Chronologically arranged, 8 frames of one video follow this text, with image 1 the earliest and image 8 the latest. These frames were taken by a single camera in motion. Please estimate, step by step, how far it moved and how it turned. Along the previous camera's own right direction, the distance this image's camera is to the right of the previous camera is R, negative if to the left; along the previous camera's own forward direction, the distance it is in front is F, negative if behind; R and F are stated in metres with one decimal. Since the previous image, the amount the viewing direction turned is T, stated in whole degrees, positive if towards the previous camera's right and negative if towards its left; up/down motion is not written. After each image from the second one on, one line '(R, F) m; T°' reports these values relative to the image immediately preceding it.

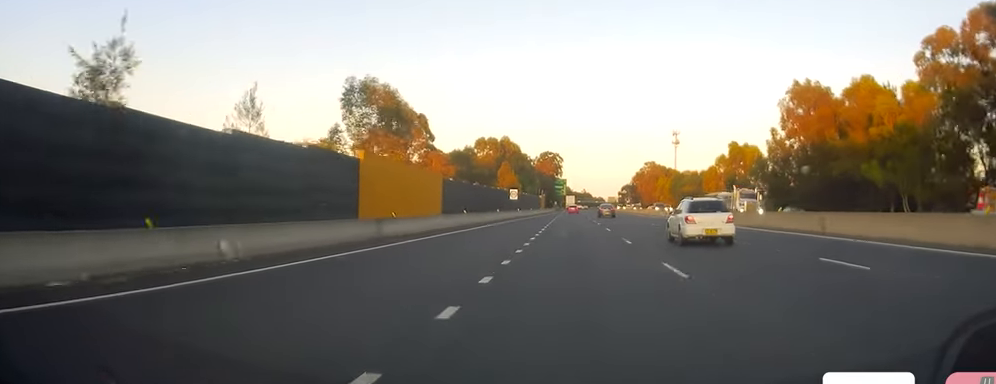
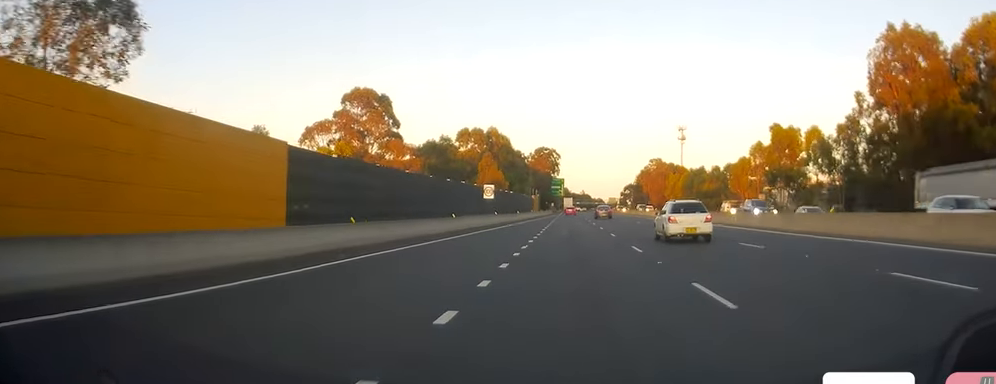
(-0.4, +27.7) m; 0°
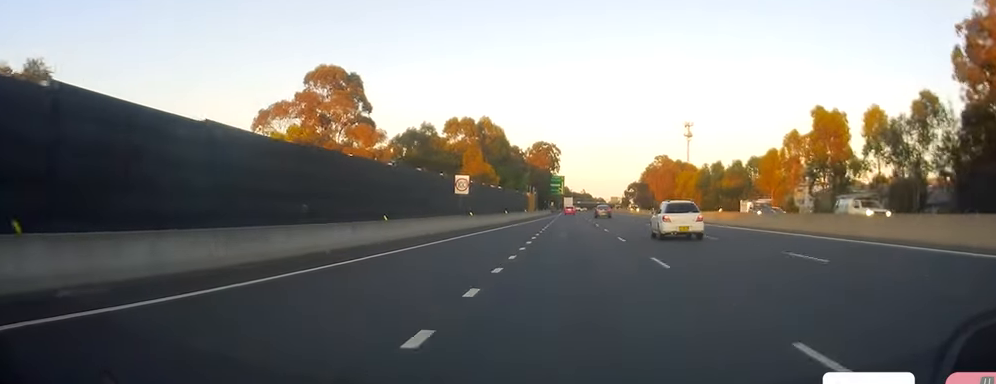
(+0.3, +17.4) m; +1°
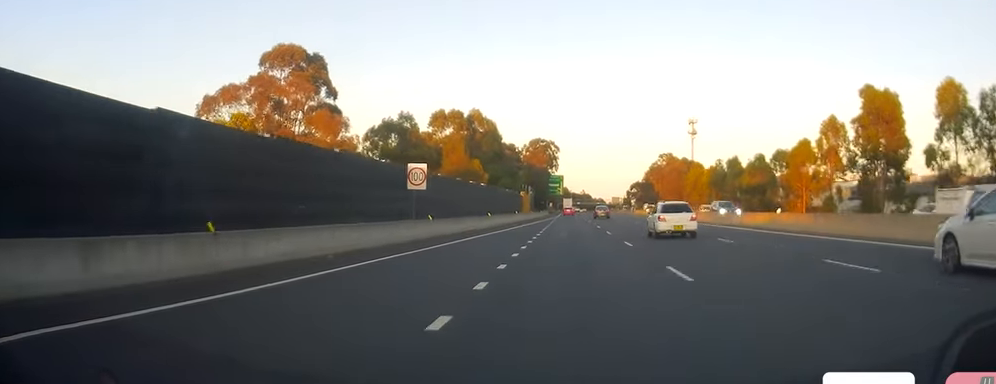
(+0.1, +14.7) m; 0°
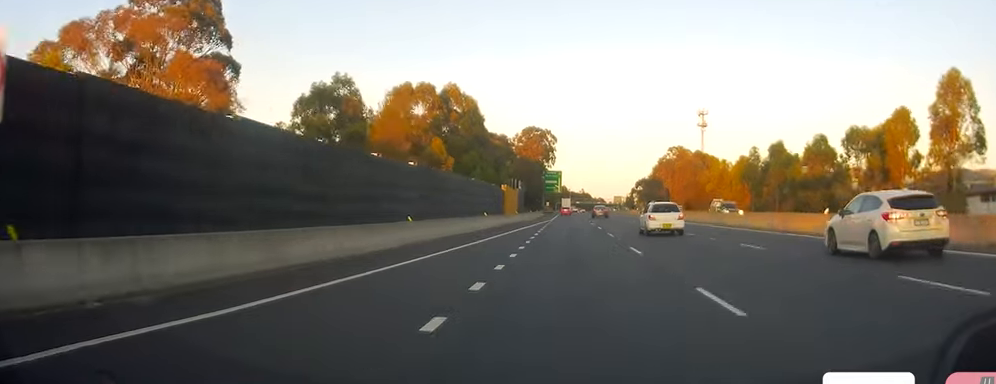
(-0.2, +27.8) m; -1°
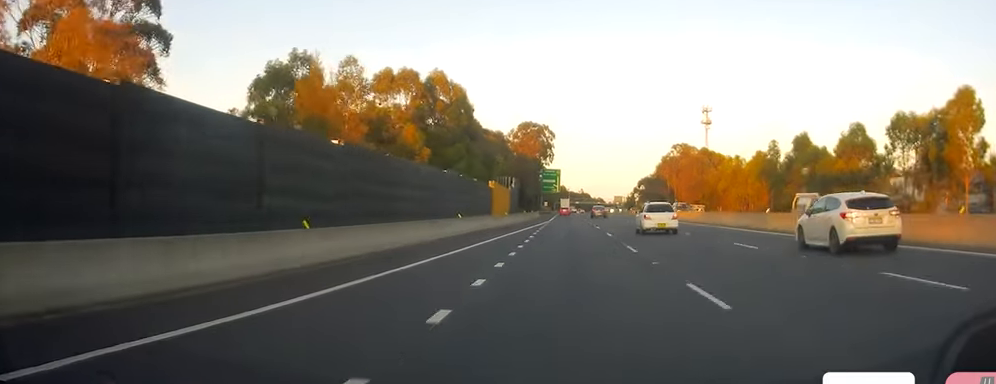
(-0.2, +11.2) m; 0°
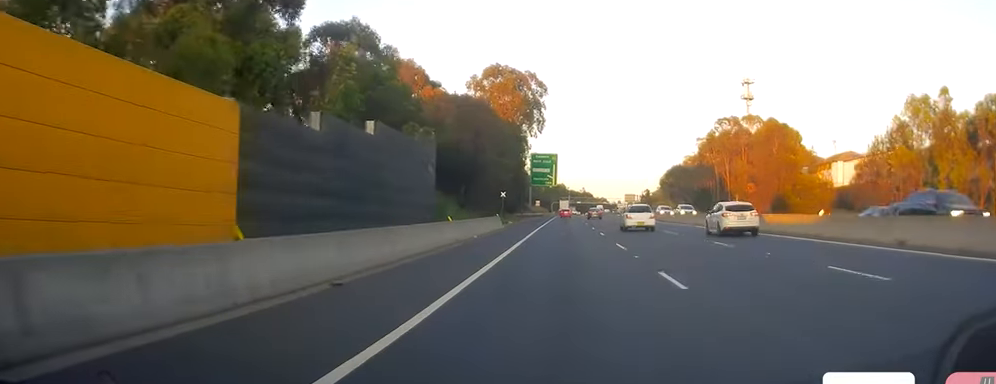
(+1.0, +68.6) m; 0°
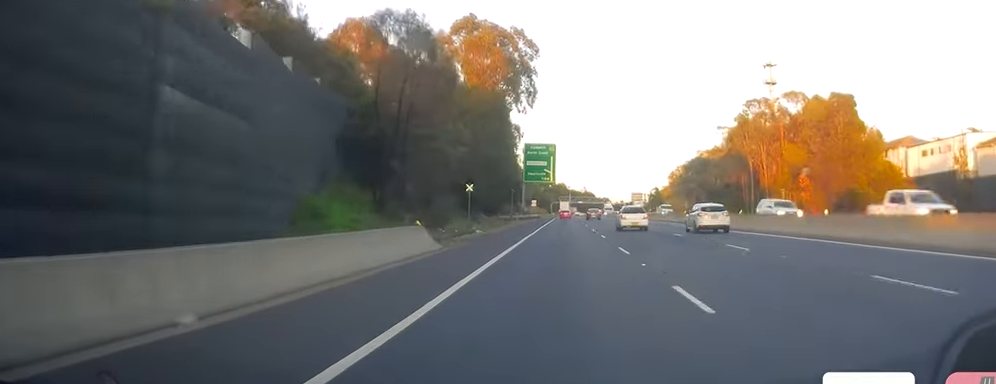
(-0.2, +26.2) m; -1°
